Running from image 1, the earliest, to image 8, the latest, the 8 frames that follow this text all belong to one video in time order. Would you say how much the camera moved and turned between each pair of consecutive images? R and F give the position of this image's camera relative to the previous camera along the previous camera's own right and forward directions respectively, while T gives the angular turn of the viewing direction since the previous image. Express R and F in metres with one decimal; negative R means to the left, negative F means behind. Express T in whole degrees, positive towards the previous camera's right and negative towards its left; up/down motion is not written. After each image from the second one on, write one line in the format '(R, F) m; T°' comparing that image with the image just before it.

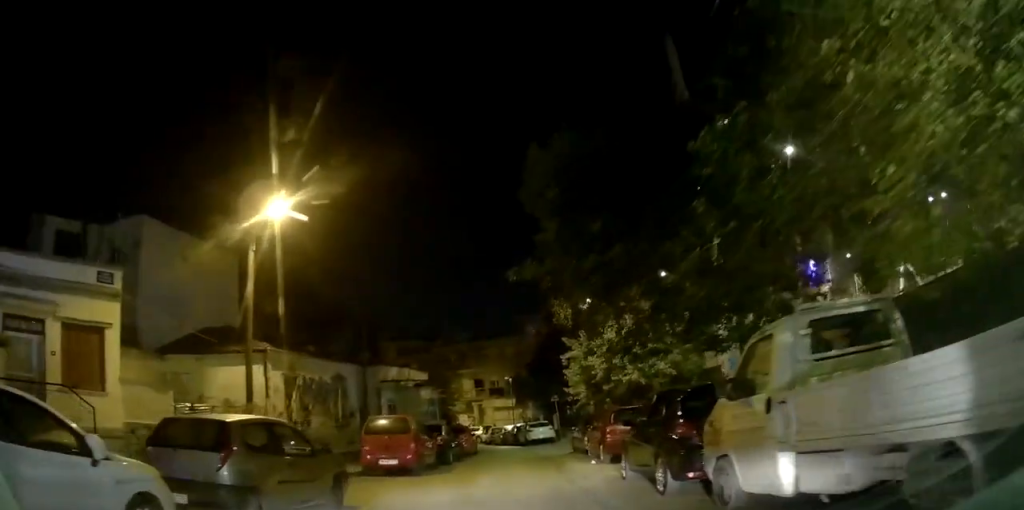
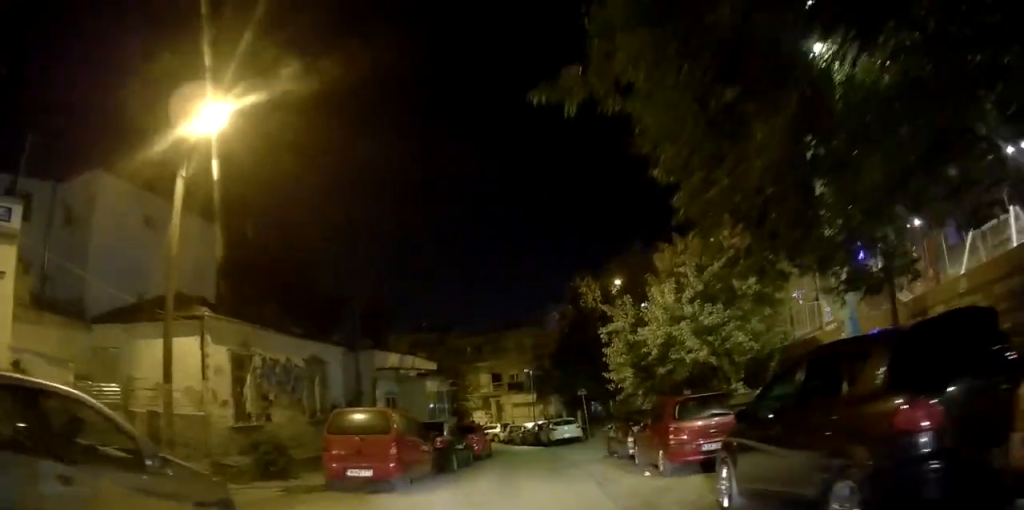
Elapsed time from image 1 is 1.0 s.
(+0.3, +3.8) m; +2°
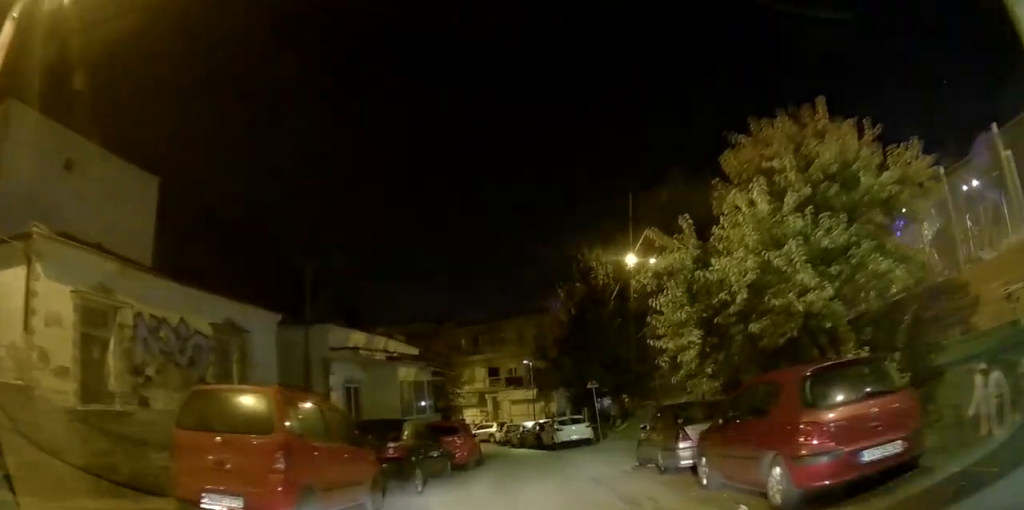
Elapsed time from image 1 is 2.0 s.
(-0.1, +4.7) m; -2°
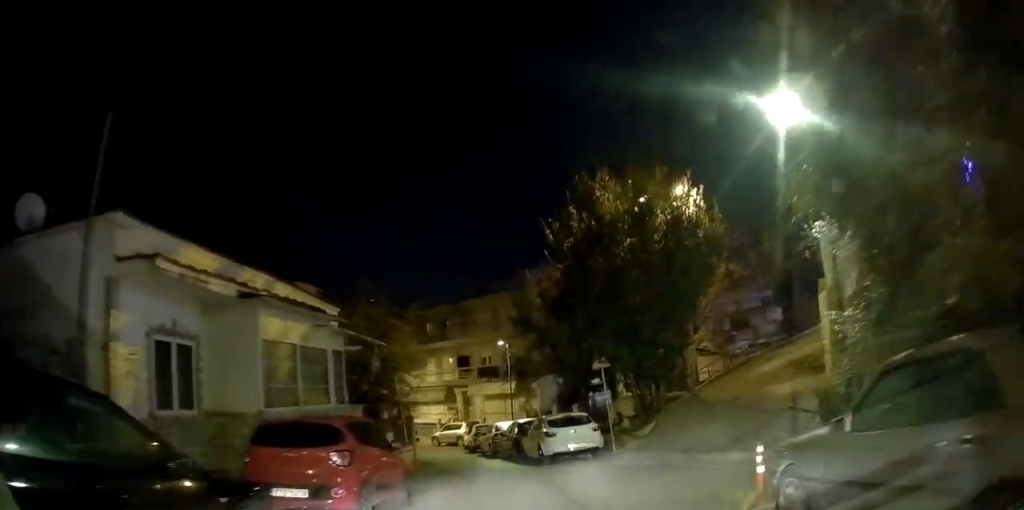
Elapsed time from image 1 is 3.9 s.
(-0.7, +8.8) m; -5°
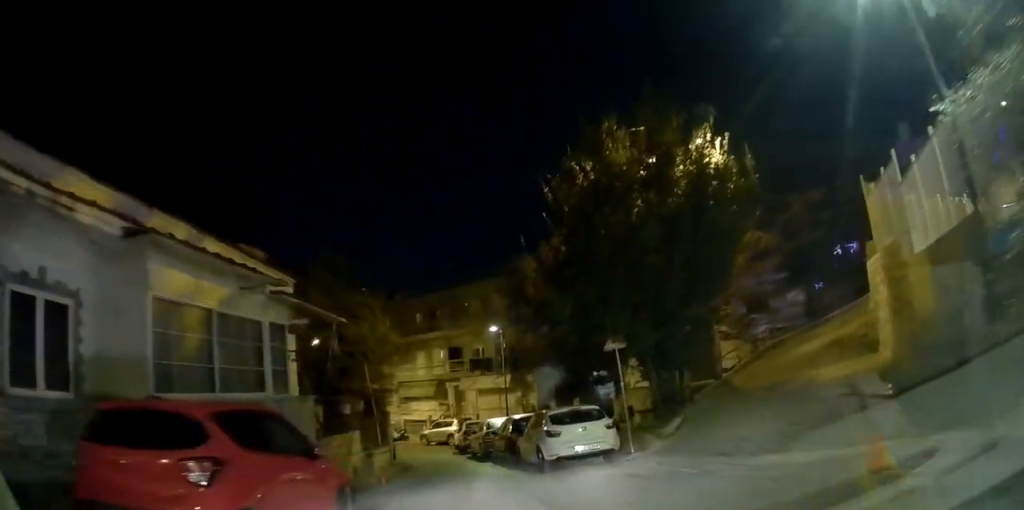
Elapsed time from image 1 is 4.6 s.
(+0.1, +3.5) m; +3°
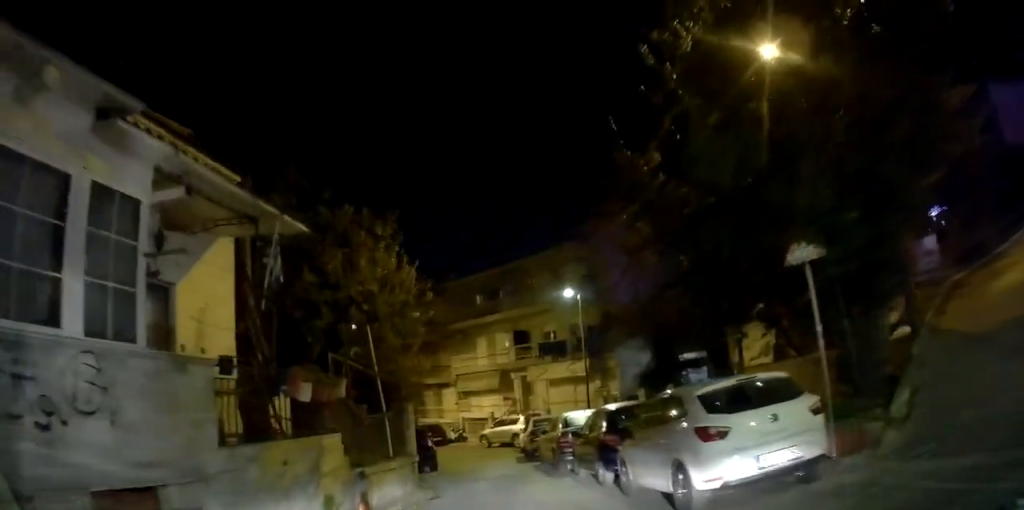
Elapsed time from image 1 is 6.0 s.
(+0.2, +6.1) m; -2°
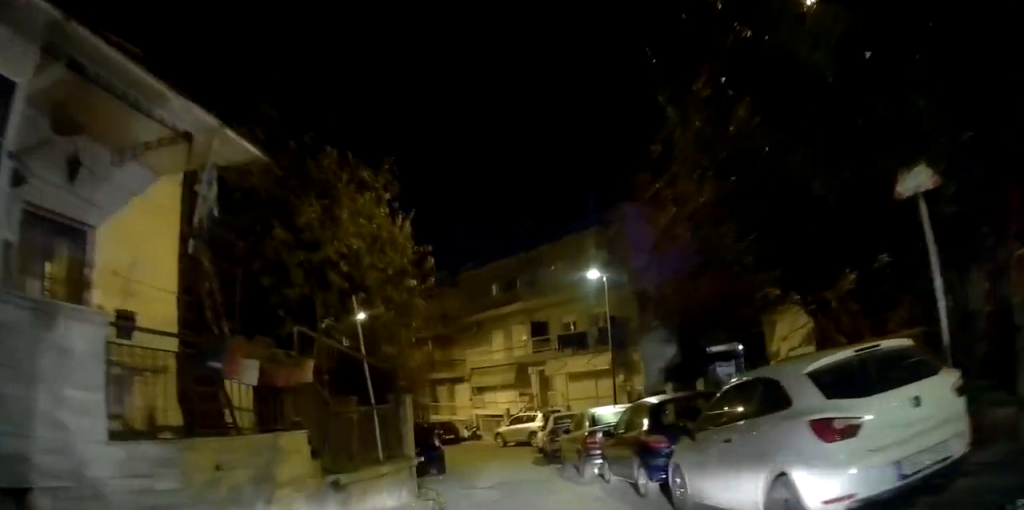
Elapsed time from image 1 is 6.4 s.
(-0.1, +1.9) m; -2°
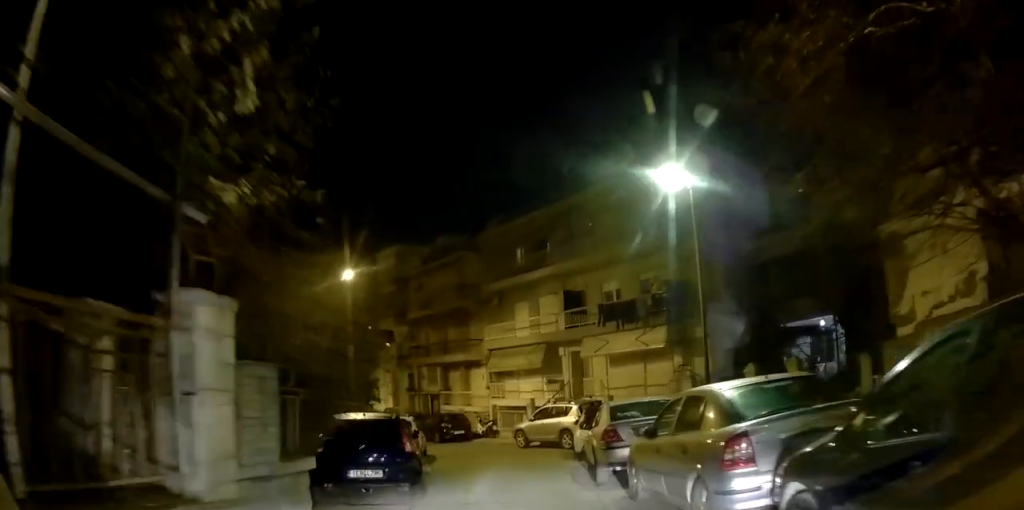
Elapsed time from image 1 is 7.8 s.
(-0.4, +6.4) m; -3°
